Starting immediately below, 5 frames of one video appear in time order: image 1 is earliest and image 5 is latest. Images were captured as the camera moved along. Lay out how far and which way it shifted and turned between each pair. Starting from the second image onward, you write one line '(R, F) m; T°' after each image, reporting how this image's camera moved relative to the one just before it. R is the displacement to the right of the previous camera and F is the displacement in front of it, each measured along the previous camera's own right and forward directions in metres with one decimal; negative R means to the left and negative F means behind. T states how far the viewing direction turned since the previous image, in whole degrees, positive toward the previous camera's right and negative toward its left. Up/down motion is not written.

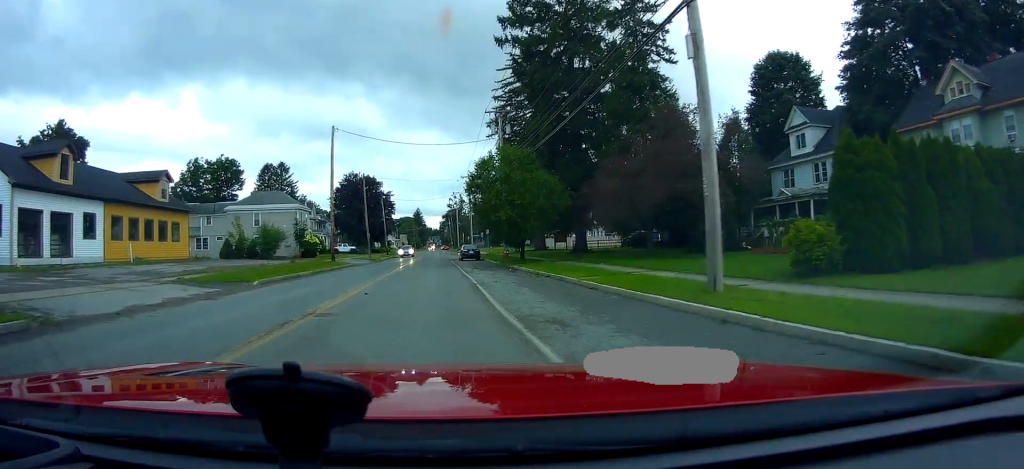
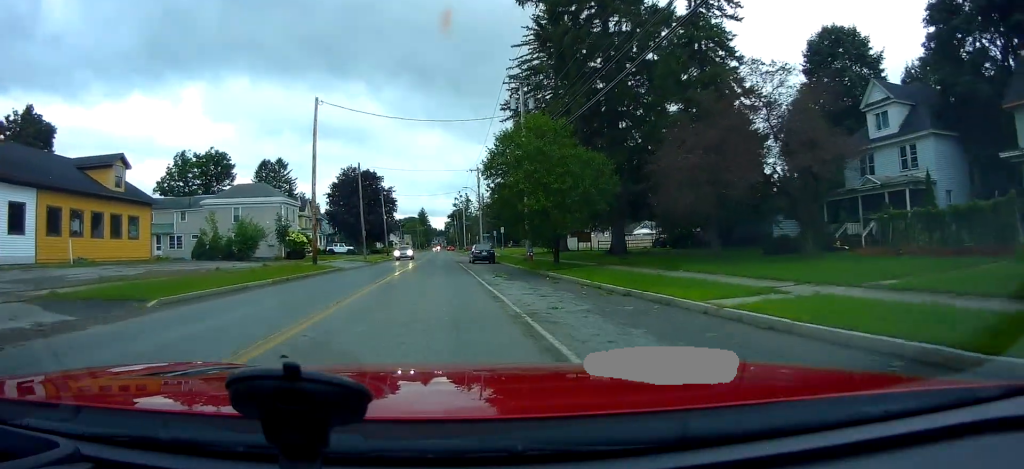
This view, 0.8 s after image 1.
(-0.9, +8.5) m; -4°
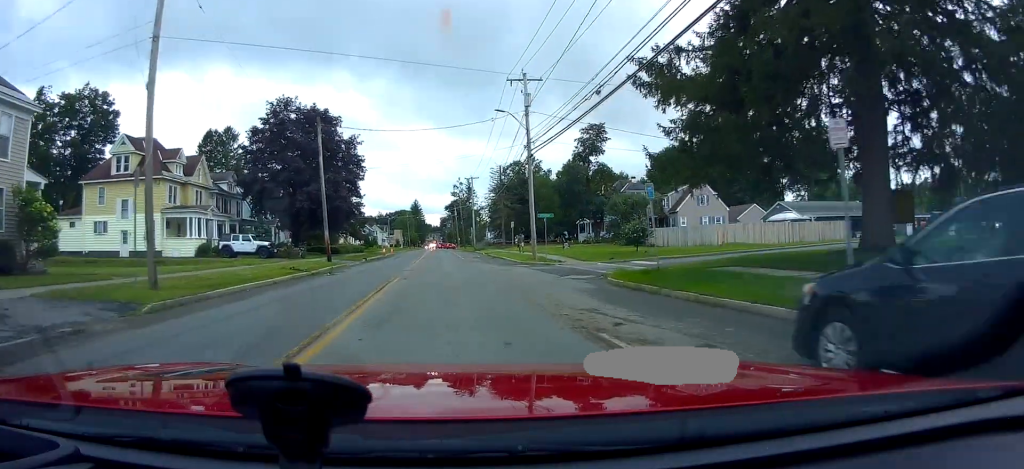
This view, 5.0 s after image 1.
(+0.6, +42.7) m; 0°
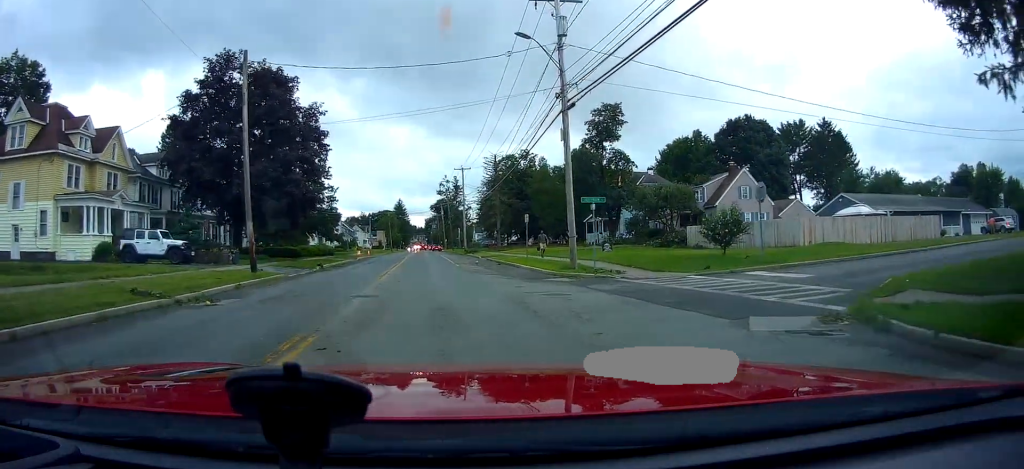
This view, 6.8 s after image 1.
(+0.8, +13.2) m; +3°
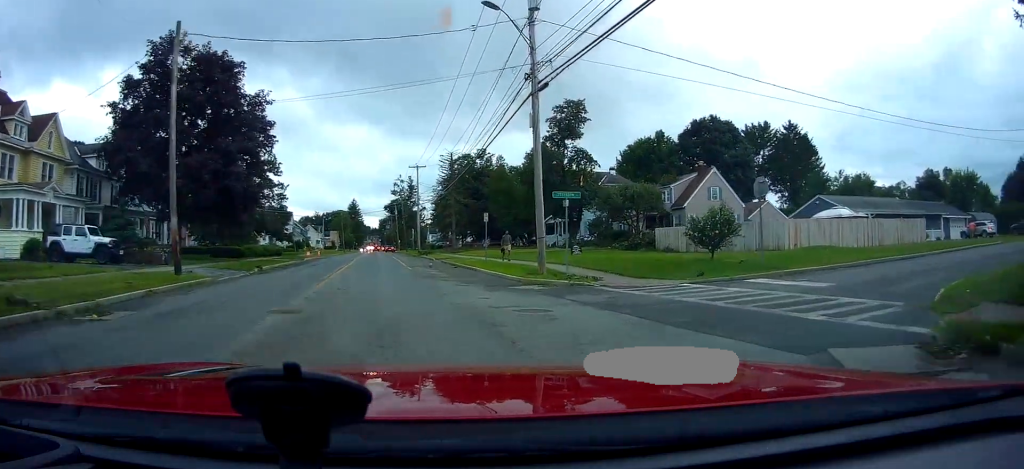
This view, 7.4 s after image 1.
(0.0, +3.4) m; +8°
